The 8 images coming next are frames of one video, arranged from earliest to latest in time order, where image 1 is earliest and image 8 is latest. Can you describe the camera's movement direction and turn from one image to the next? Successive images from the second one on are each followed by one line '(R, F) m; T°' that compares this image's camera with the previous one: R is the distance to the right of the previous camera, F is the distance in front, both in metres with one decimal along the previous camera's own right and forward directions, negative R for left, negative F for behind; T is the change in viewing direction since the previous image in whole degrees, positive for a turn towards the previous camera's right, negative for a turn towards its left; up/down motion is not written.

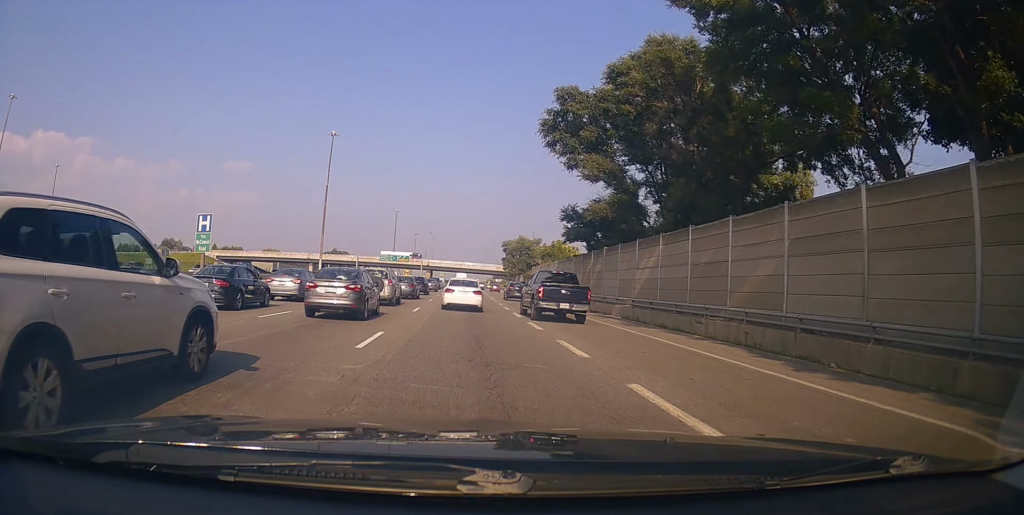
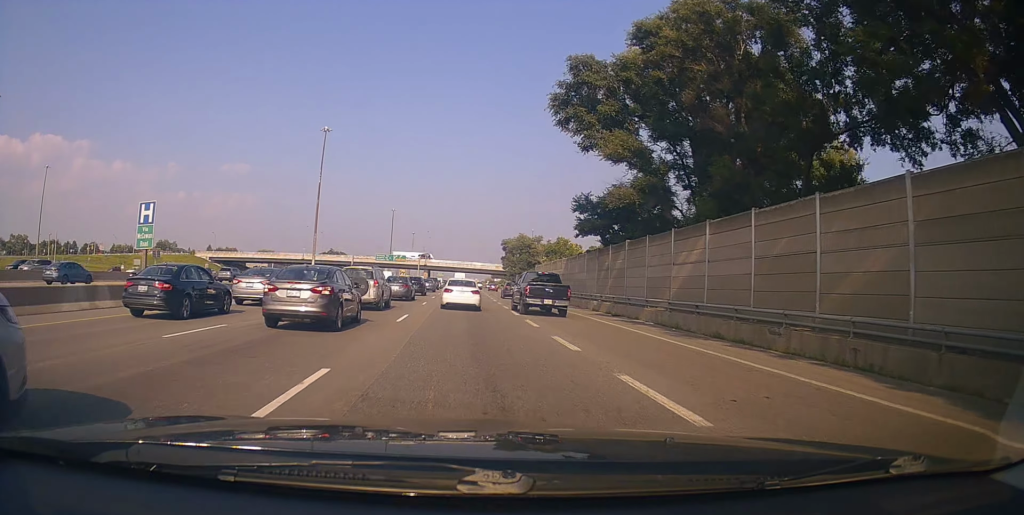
(-0.7, +4.9) m; 0°
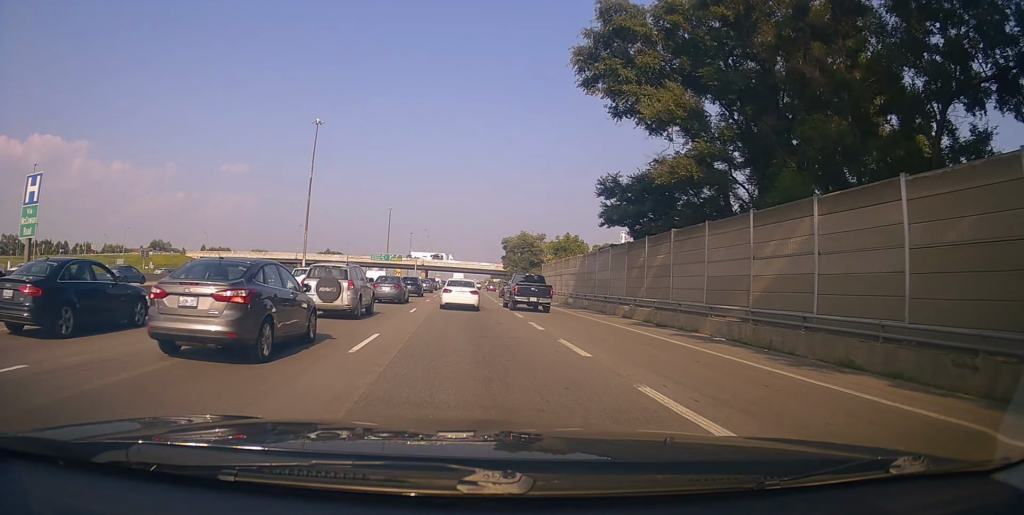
(+0.5, +6.6) m; +3°
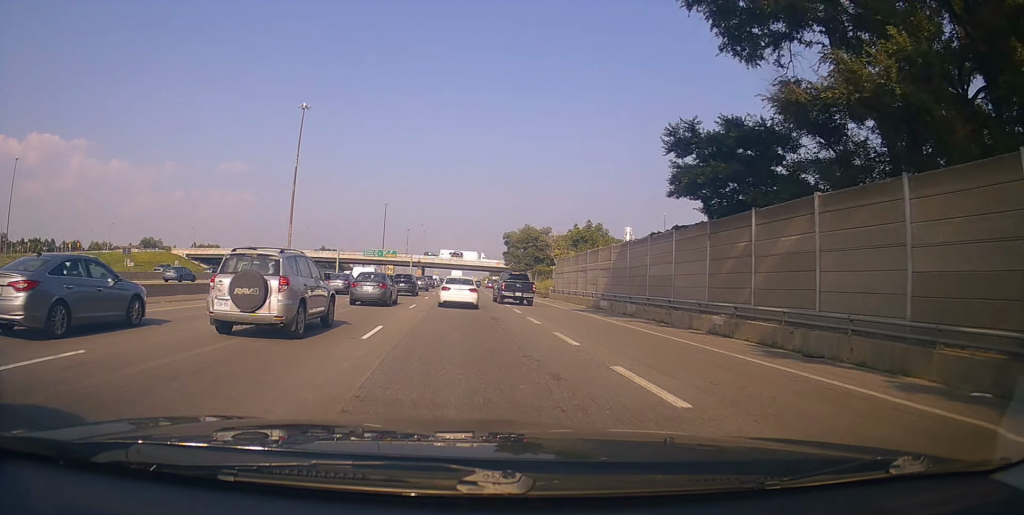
(+0.5, +10.0) m; +2°
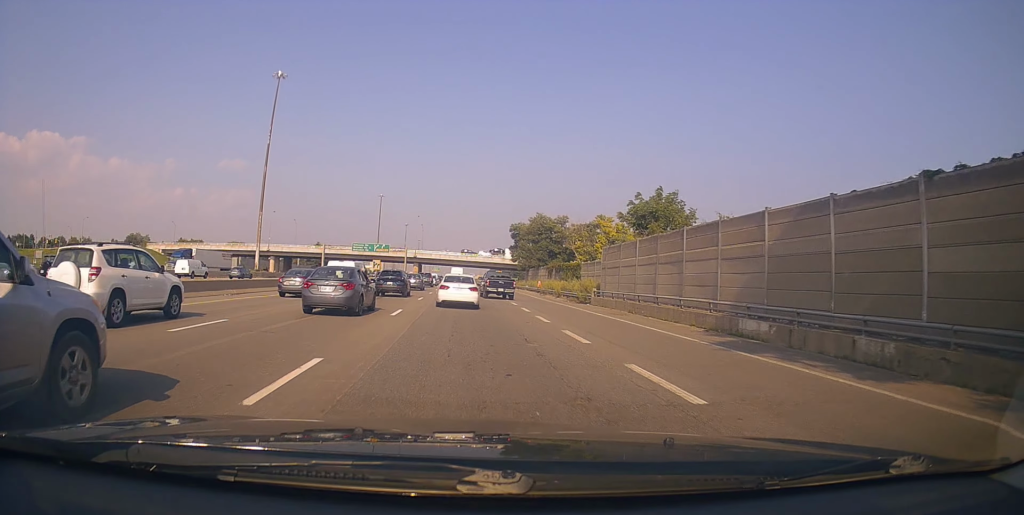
(-0.4, +18.0) m; -3°
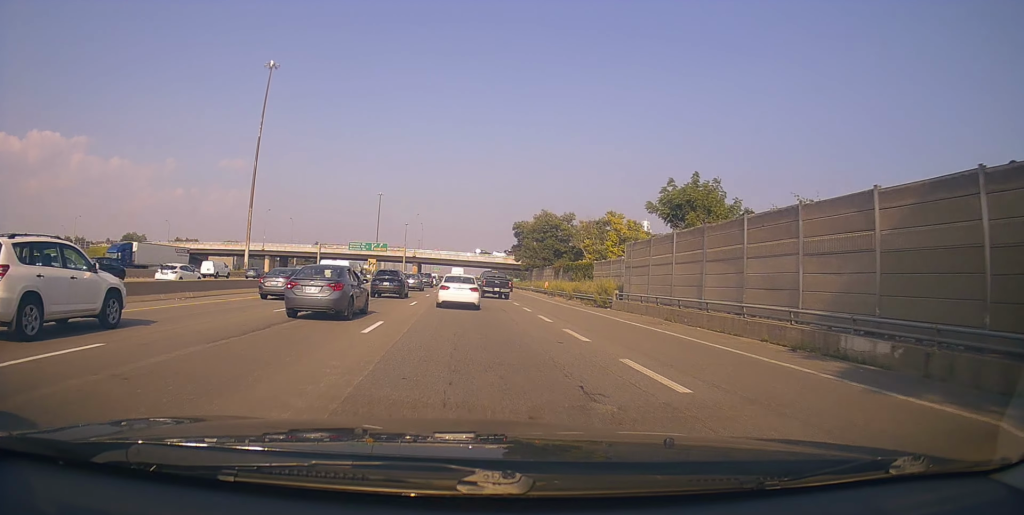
(-0.2, +5.6) m; 0°
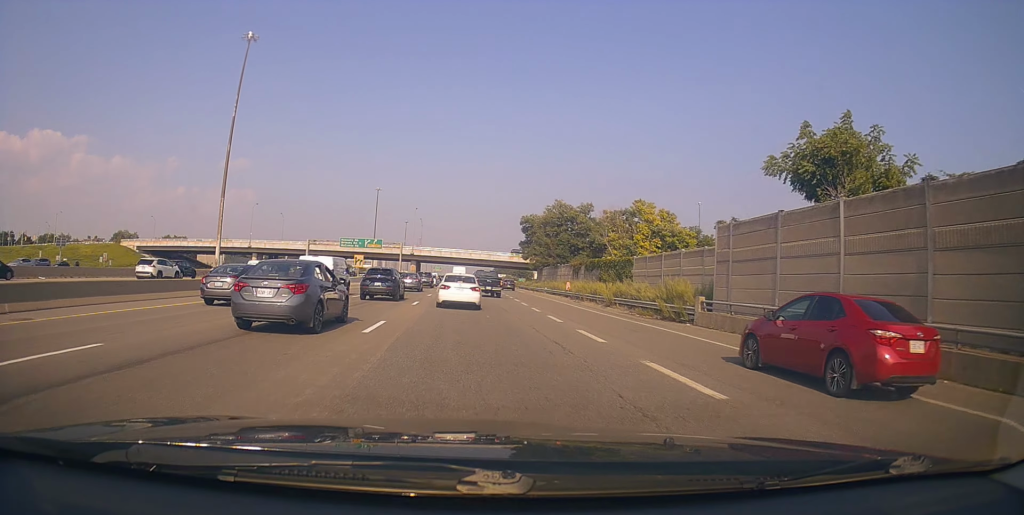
(0.0, +12.9) m; +1°
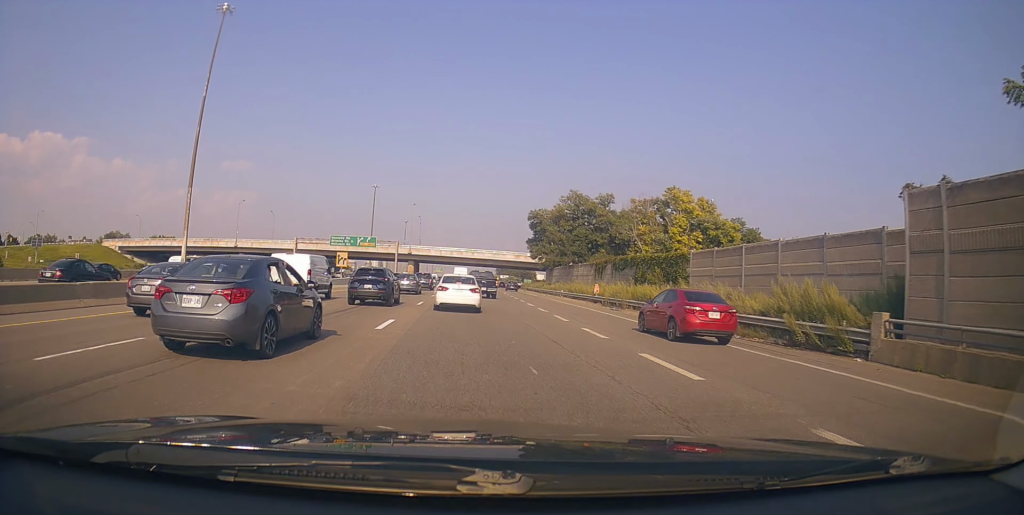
(+0.2, +11.4) m; +1°
